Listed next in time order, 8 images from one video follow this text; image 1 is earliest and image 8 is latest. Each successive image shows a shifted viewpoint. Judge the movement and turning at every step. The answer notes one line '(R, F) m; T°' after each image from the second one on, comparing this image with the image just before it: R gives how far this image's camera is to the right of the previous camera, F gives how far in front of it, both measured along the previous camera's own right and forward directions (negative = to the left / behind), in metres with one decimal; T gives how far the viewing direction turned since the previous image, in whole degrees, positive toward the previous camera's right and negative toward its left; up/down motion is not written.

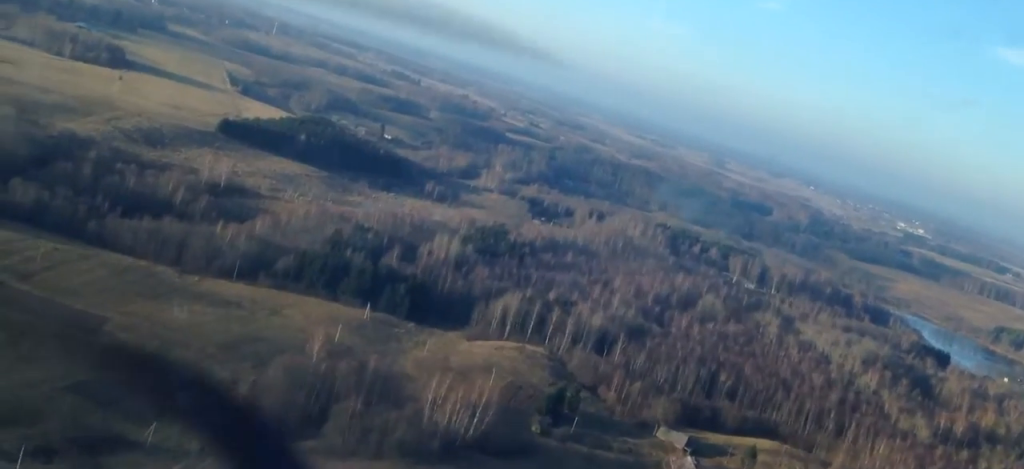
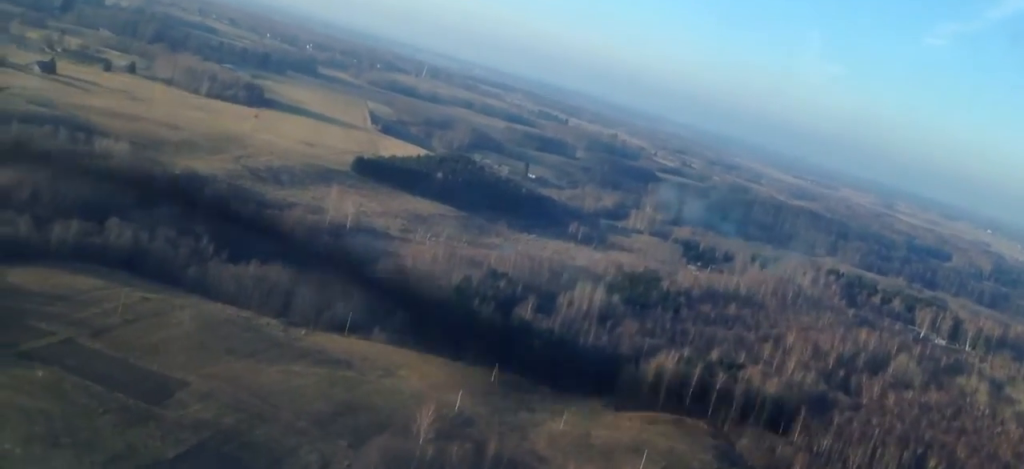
(-2.0, +73.0) m; -4°
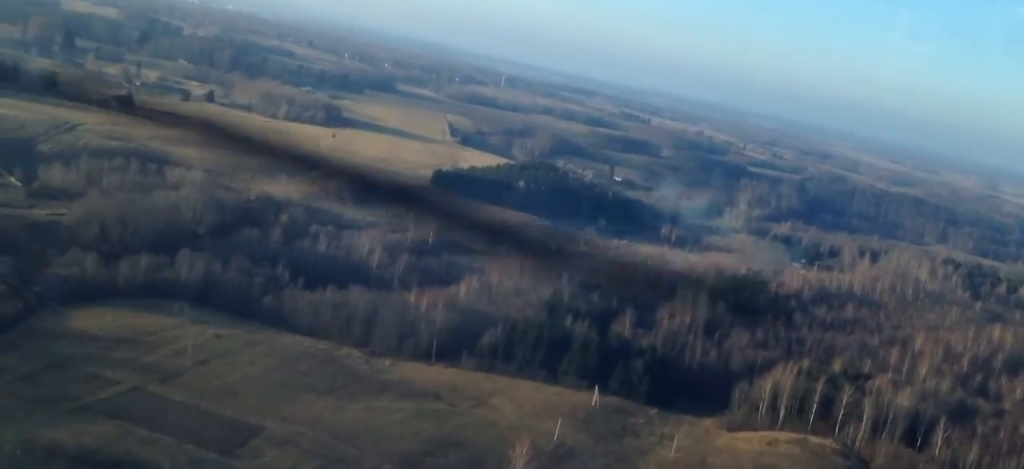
(-0.3, +31.2) m; -1°
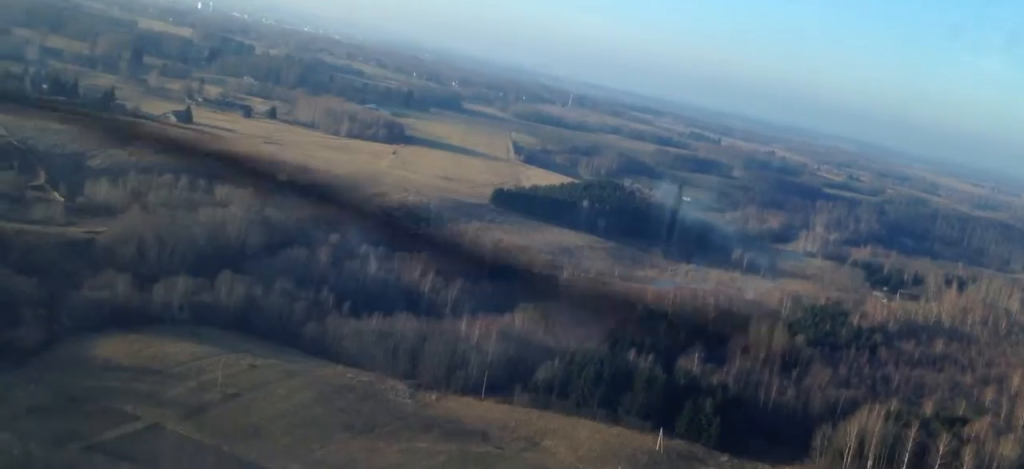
(+0.4, +32.5) m; -7°
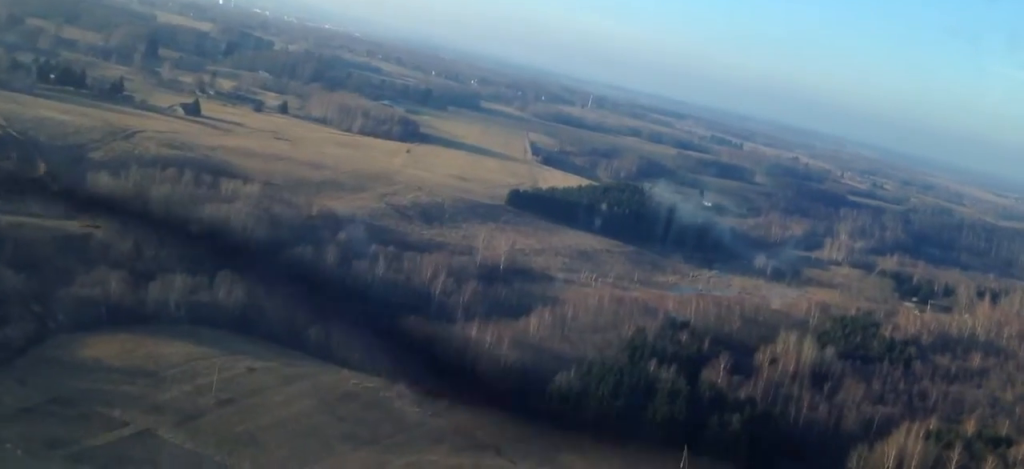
(-3.1, +20.5) m; -3°
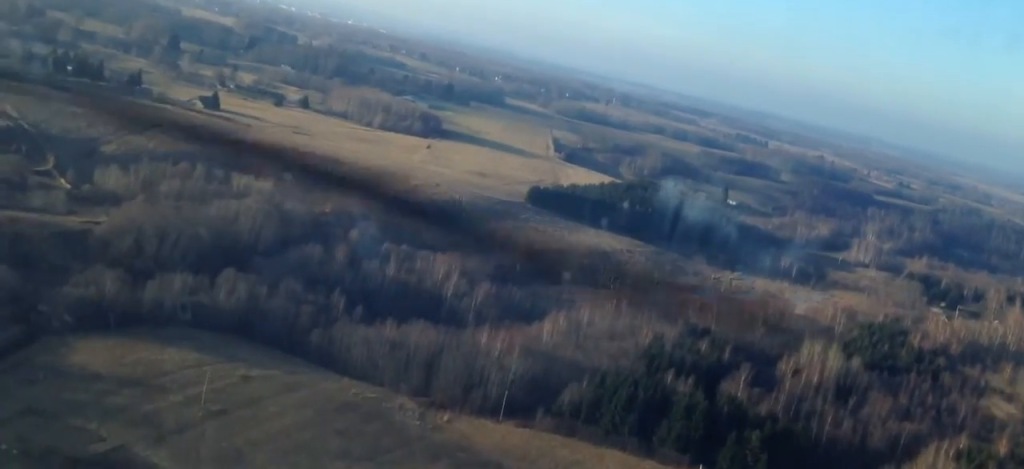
(-0.8, +19.1) m; -1°
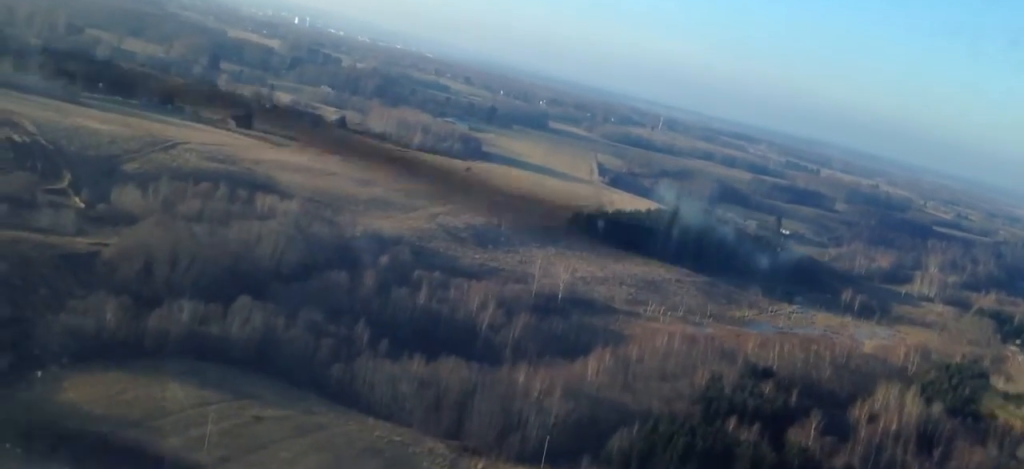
(+1.8, +33.2) m; +2°
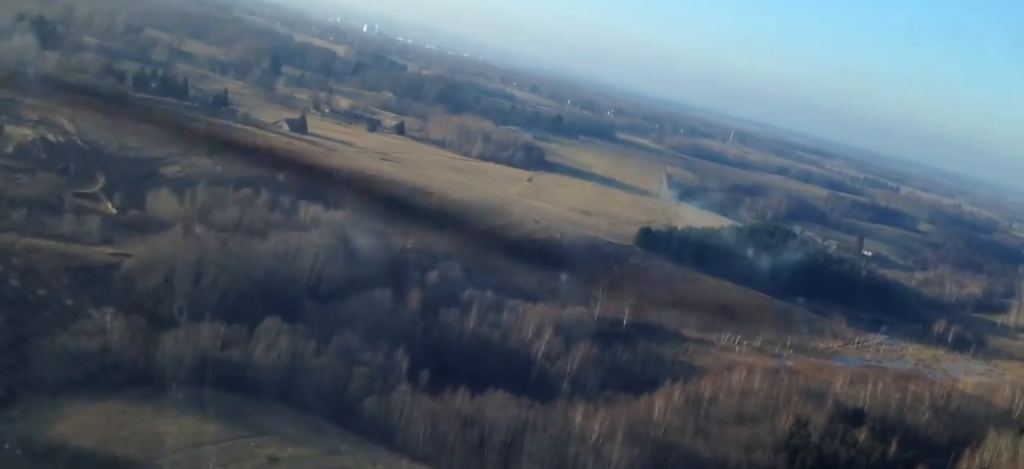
(-1.8, +39.2) m; -9°
